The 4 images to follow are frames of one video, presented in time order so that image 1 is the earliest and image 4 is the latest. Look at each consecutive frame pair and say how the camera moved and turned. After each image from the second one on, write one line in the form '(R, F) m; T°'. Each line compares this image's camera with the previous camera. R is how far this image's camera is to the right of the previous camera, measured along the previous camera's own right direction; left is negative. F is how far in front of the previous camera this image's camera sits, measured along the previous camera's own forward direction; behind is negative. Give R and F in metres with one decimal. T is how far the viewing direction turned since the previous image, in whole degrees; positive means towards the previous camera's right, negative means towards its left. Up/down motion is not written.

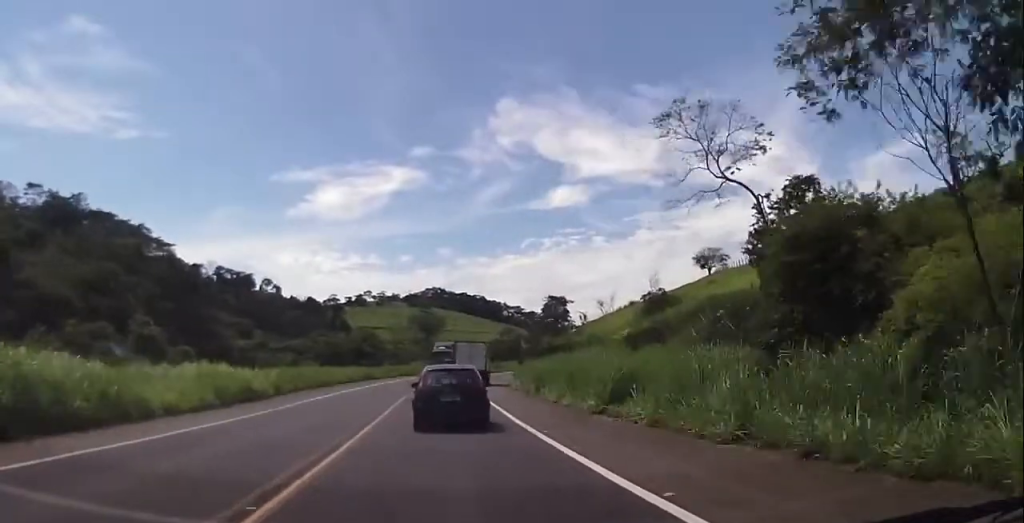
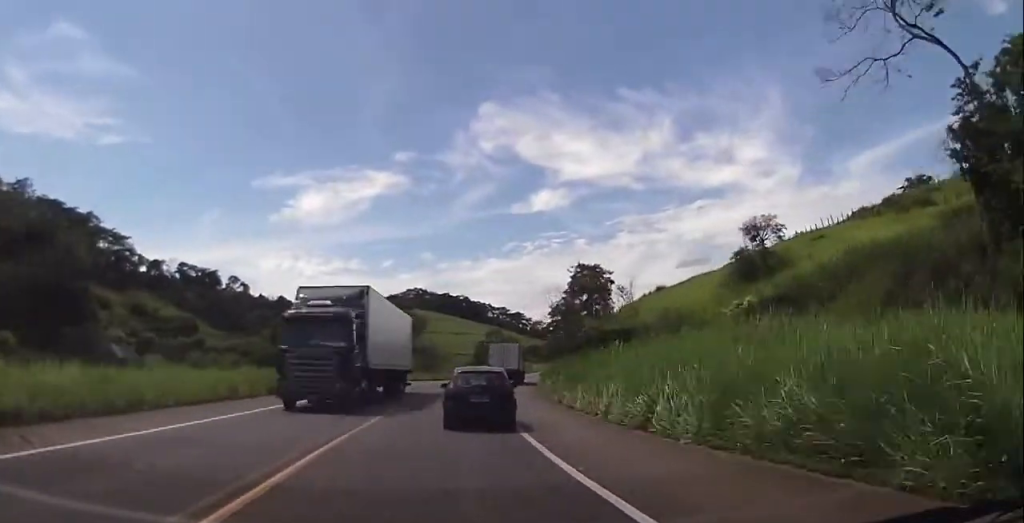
(-0.2, +29.2) m; 0°
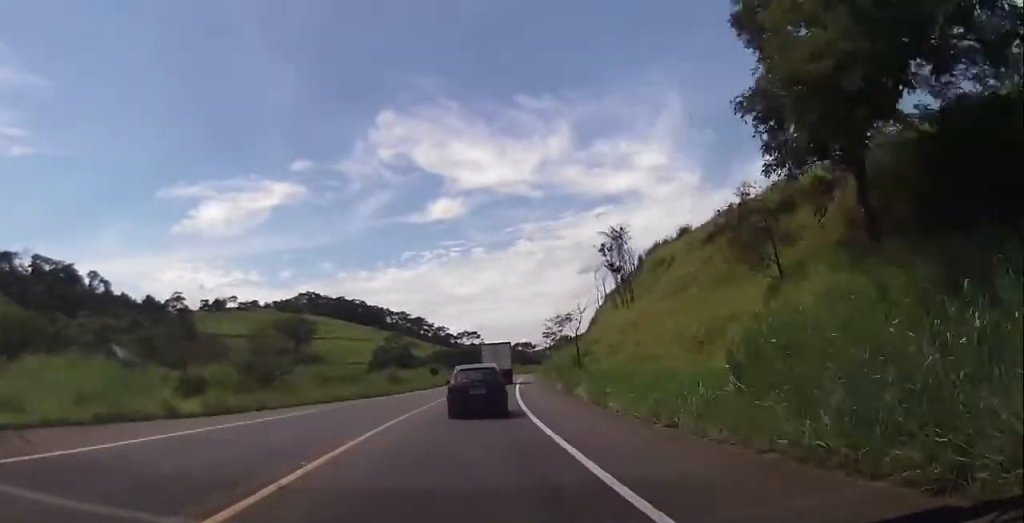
(+2.2, +50.8) m; +6°
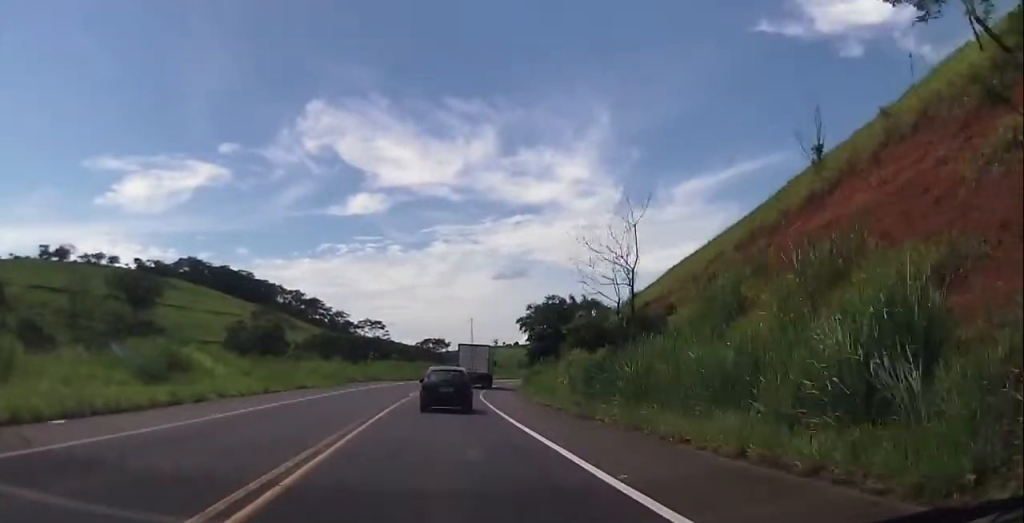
(+9.8, +90.6) m; +11°
